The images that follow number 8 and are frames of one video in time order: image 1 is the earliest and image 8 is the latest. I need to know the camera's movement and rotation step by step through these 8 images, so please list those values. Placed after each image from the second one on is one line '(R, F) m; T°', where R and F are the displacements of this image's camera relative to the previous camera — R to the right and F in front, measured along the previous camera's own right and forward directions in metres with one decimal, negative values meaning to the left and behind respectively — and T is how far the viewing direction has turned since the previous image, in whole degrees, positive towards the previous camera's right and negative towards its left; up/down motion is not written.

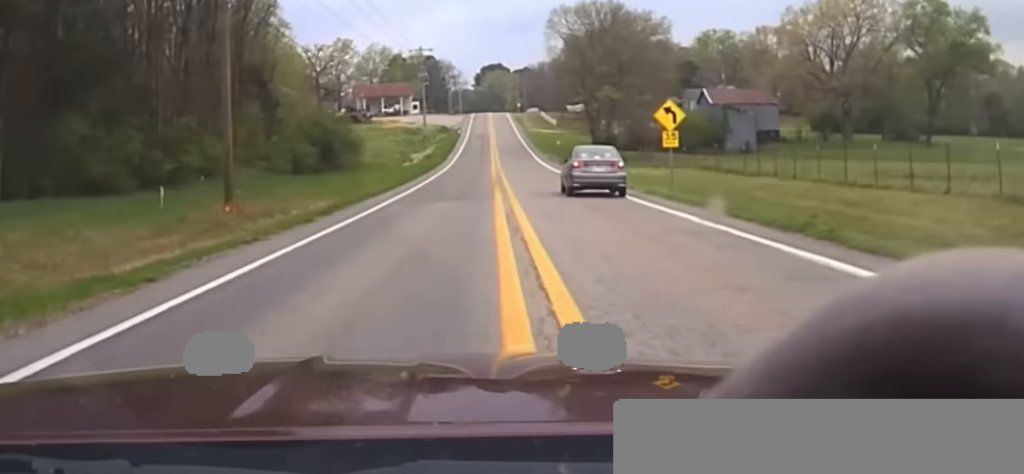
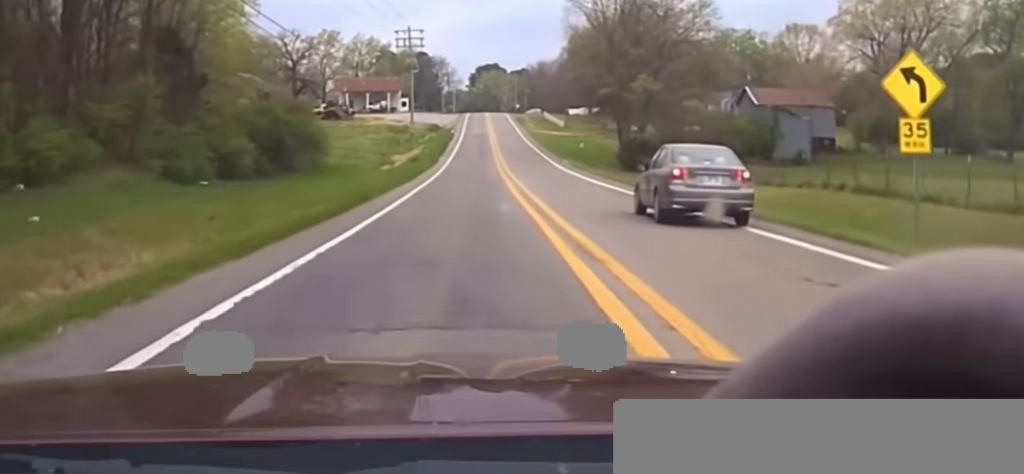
(0.0, +21.5) m; +1°
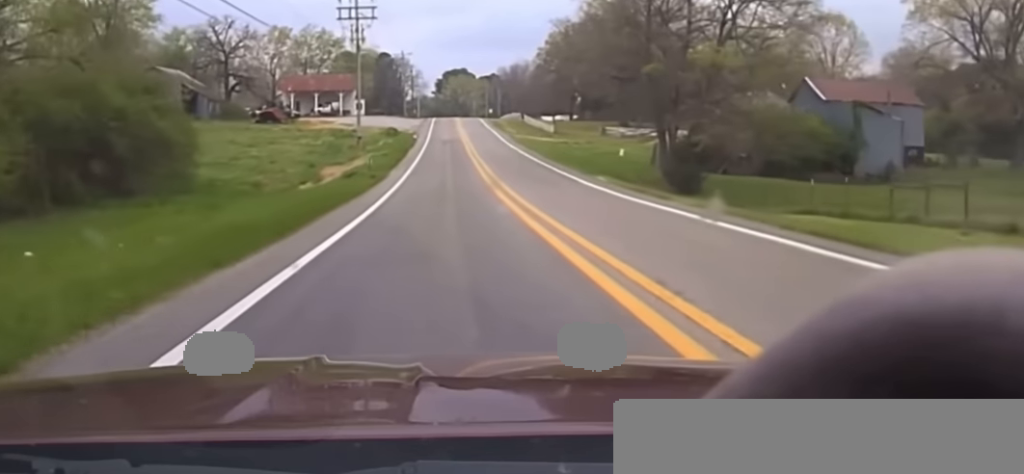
(+0.4, +30.9) m; +1°
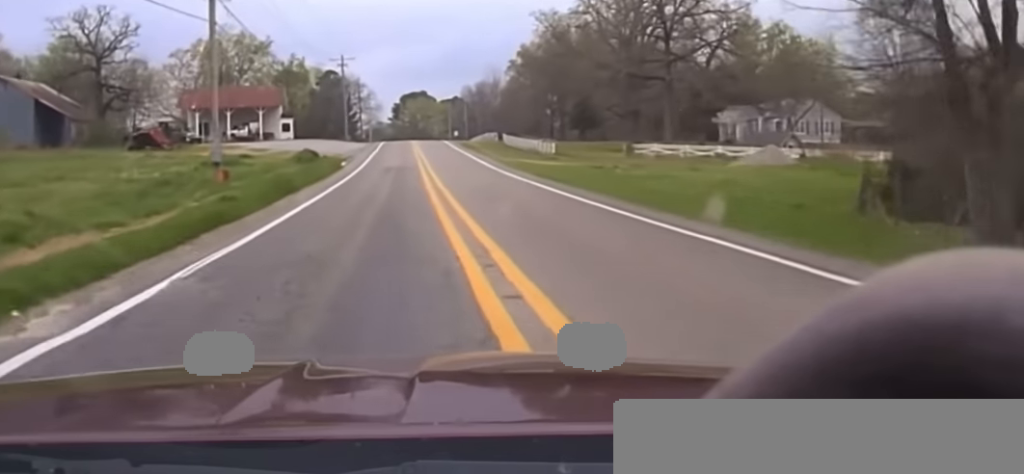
(+0.2, +42.7) m; +1°
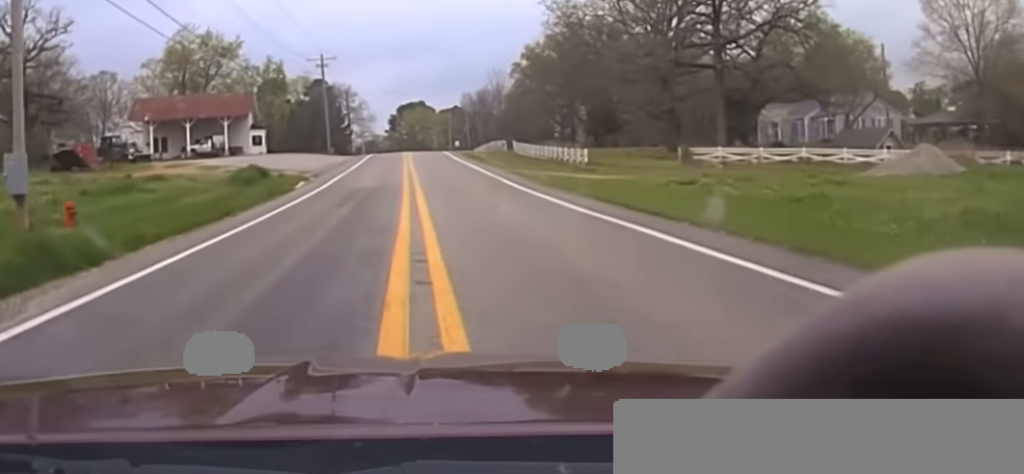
(+0.1, +20.1) m; +1°
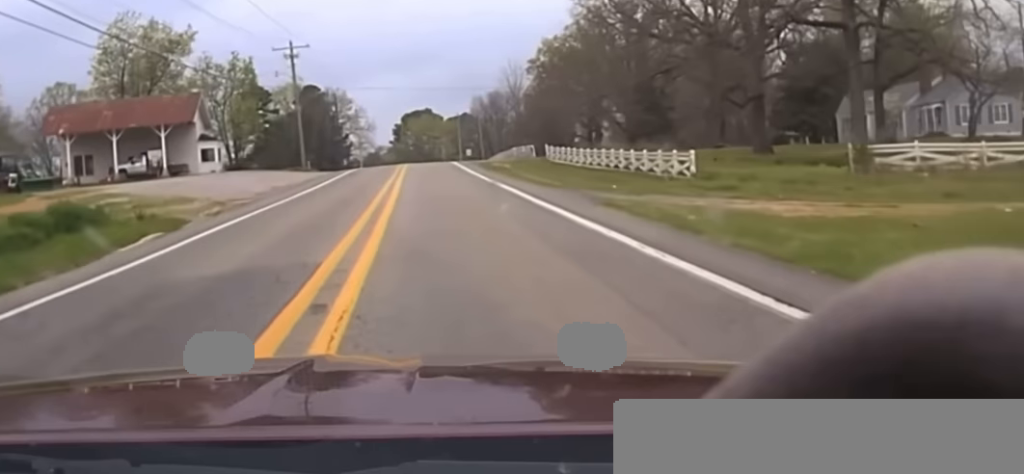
(+0.2, +24.1) m; 0°
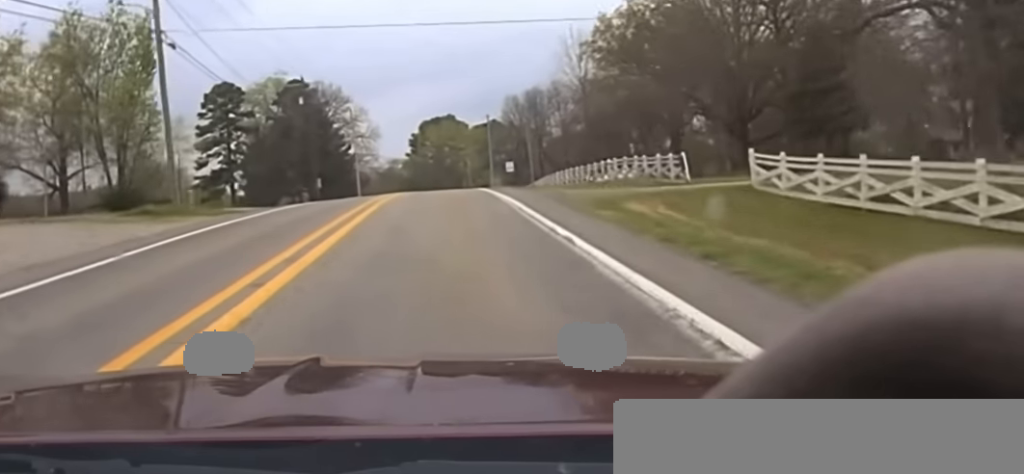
(-0.2, +41.9) m; -1°
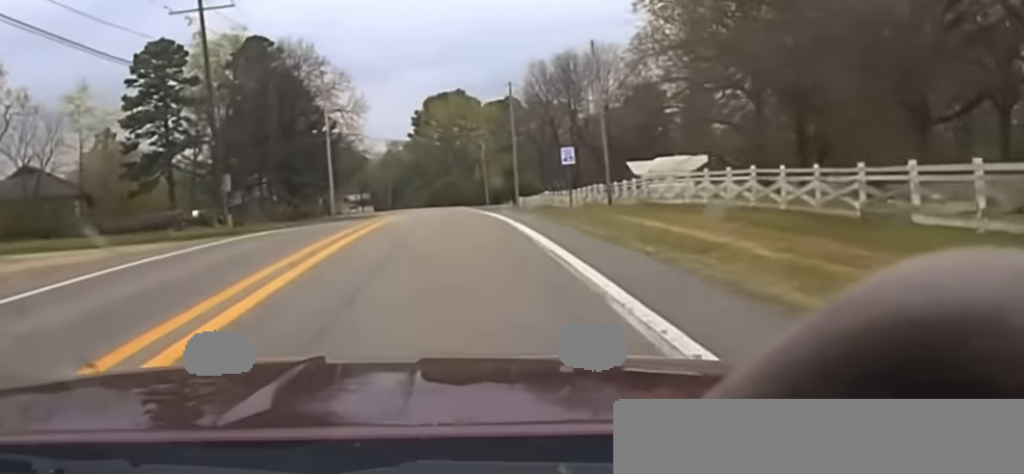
(-0.4, +33.8) m; 0°
